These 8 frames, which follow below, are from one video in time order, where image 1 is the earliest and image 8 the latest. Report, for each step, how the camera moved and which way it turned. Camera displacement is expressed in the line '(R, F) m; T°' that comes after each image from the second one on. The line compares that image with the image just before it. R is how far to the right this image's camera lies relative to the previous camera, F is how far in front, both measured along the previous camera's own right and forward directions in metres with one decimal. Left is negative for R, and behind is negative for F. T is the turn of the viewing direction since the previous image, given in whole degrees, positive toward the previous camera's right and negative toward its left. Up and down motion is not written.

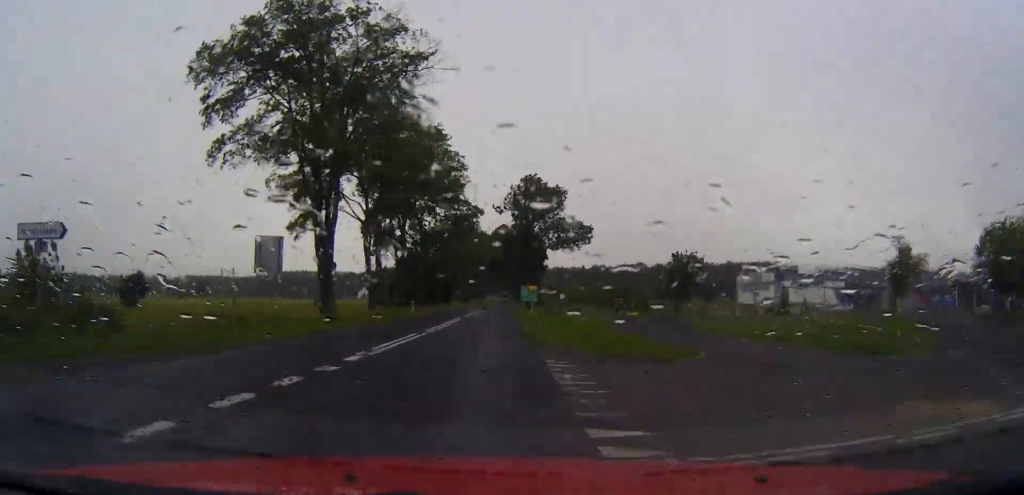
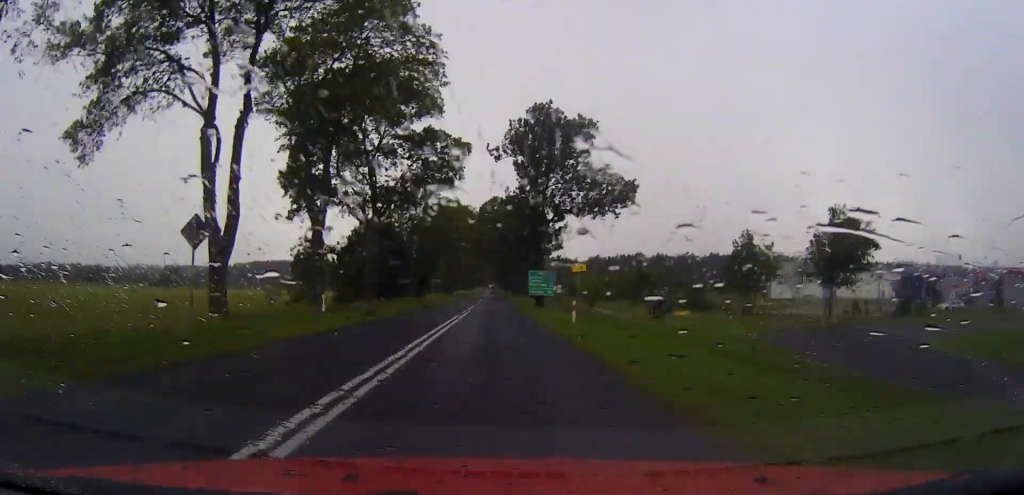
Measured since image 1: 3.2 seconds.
(-0.4, +34.7) m; 0°
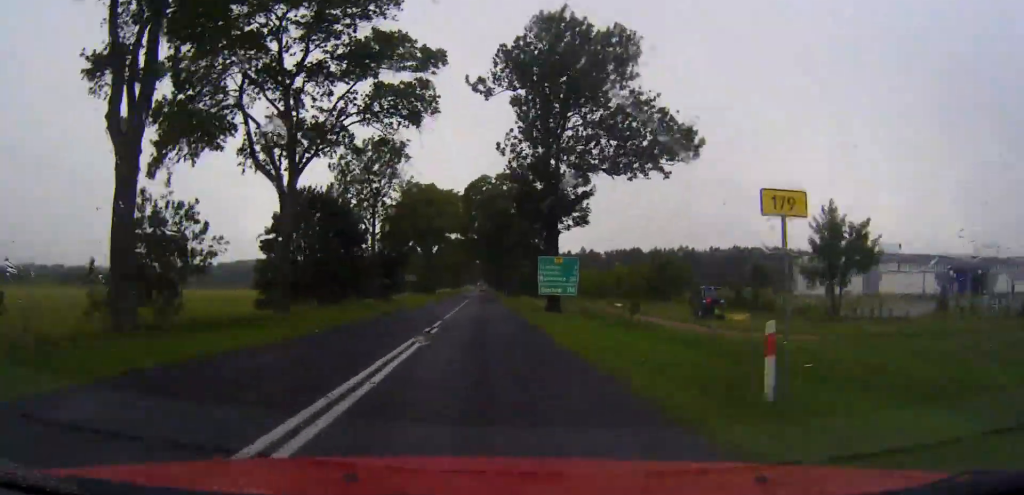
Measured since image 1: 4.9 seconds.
(0.0, +21.1) m; 0°
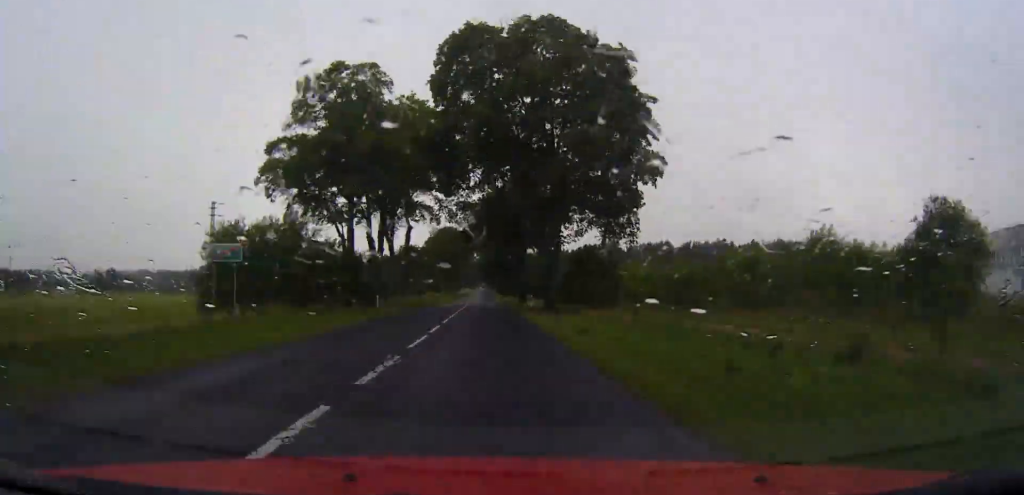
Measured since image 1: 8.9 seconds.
(+0.3, +59.8) m; 0°
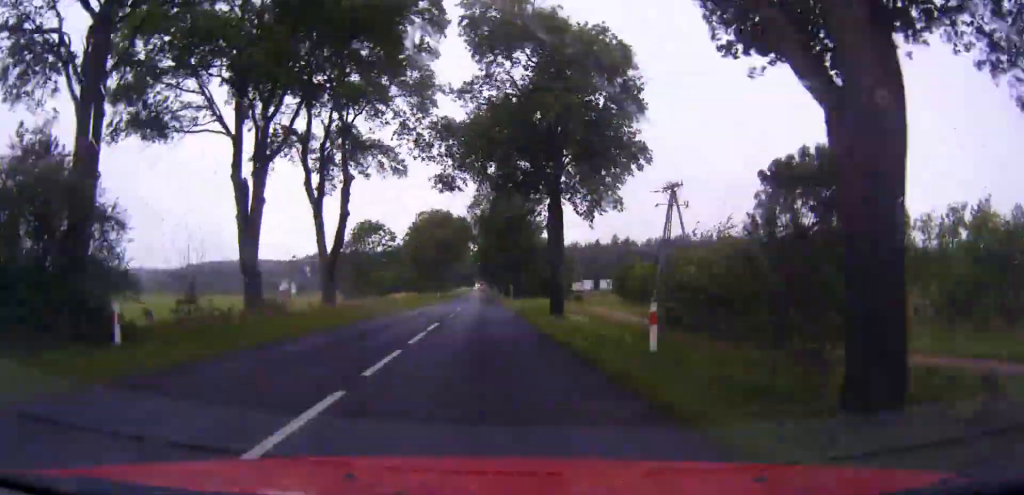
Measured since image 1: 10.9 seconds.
(0.0, +33.7) m; 0°
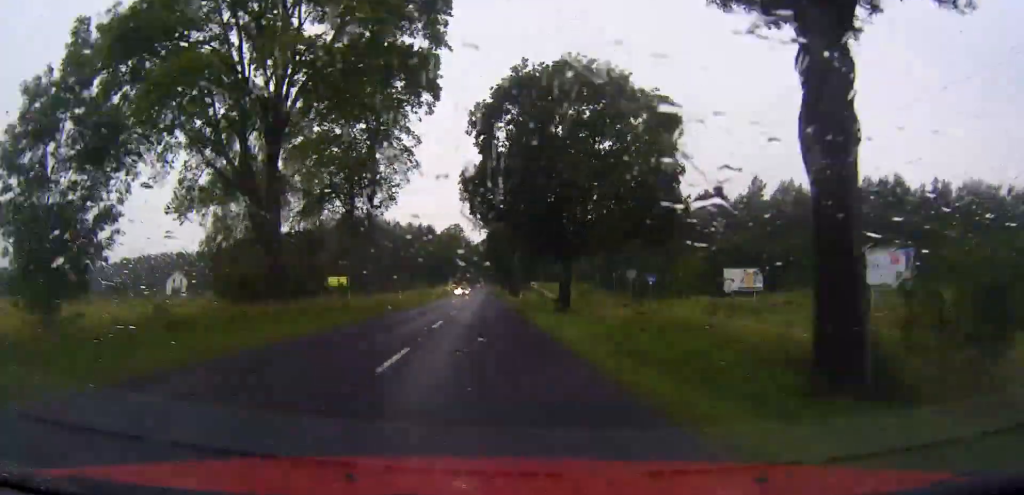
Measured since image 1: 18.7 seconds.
(-1.1, +151.1) m; 0°
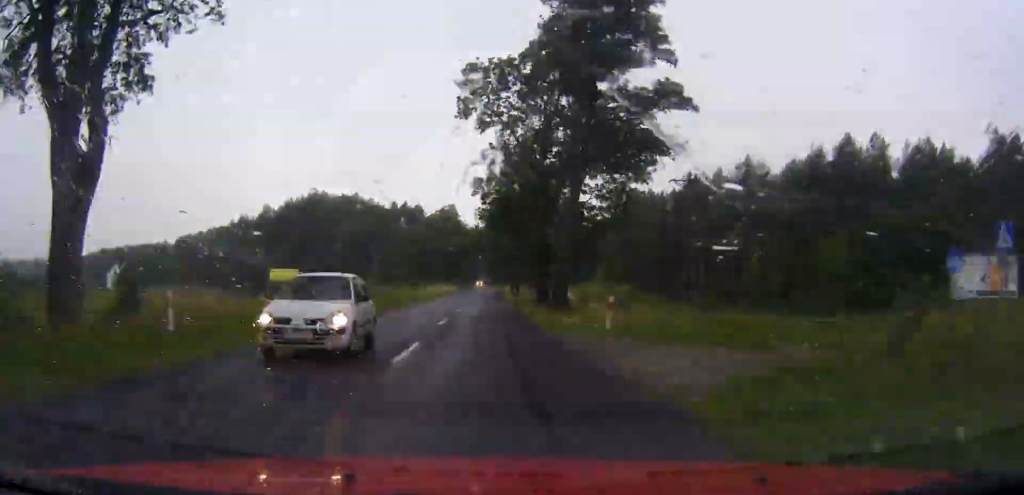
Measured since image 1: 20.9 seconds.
(+0.1, +45.8) m; 0°
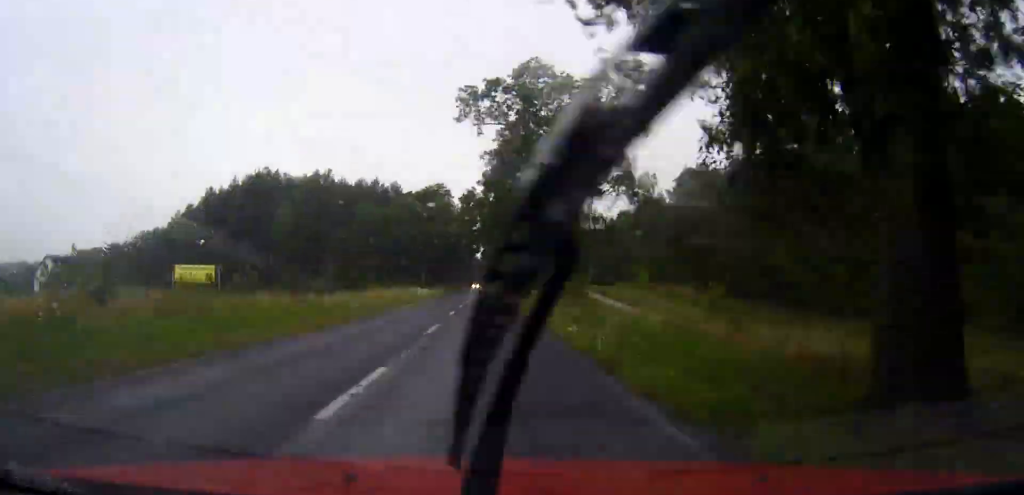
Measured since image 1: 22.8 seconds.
(+0.1, +40.0) m; 0°
